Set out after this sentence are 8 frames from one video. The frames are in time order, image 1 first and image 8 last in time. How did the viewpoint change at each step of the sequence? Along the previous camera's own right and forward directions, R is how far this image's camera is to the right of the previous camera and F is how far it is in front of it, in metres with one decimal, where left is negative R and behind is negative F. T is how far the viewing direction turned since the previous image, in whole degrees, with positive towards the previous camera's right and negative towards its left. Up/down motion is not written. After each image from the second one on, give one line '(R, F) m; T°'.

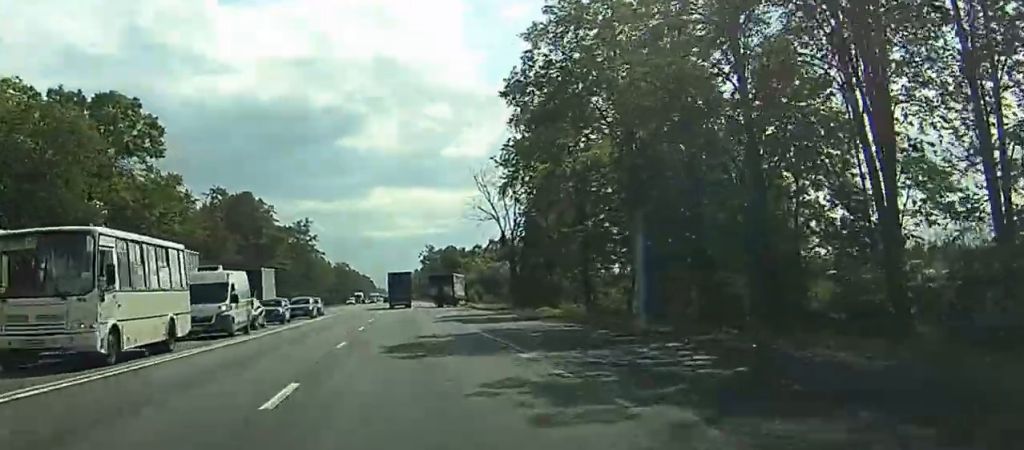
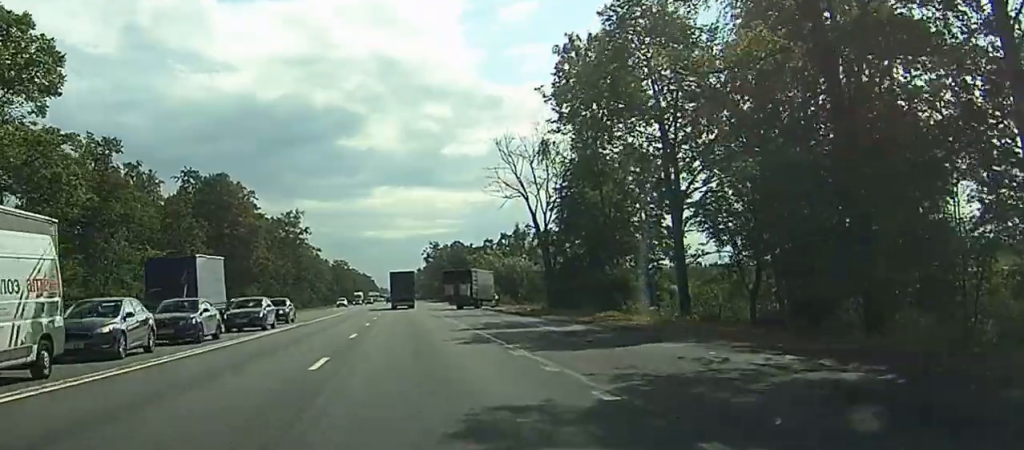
(-1.6, +18.2) m; -5°
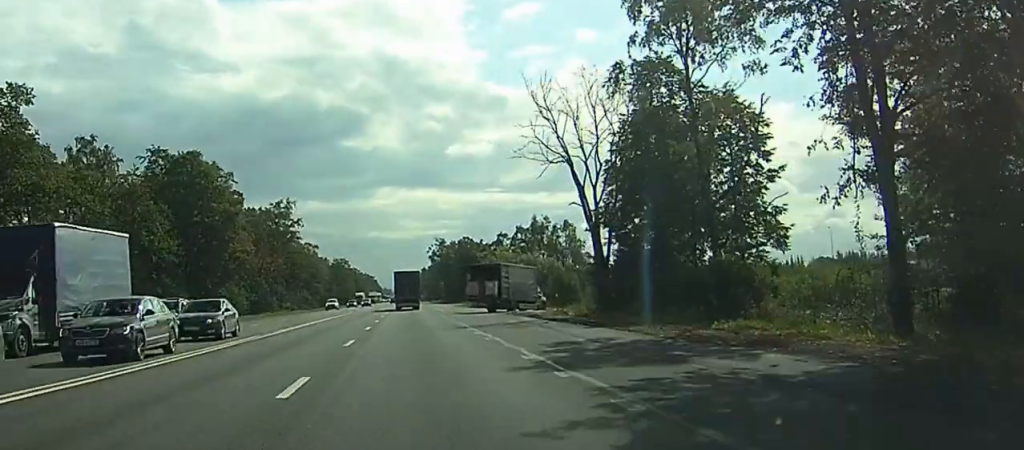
(+0.1, +16.5) m; 0°
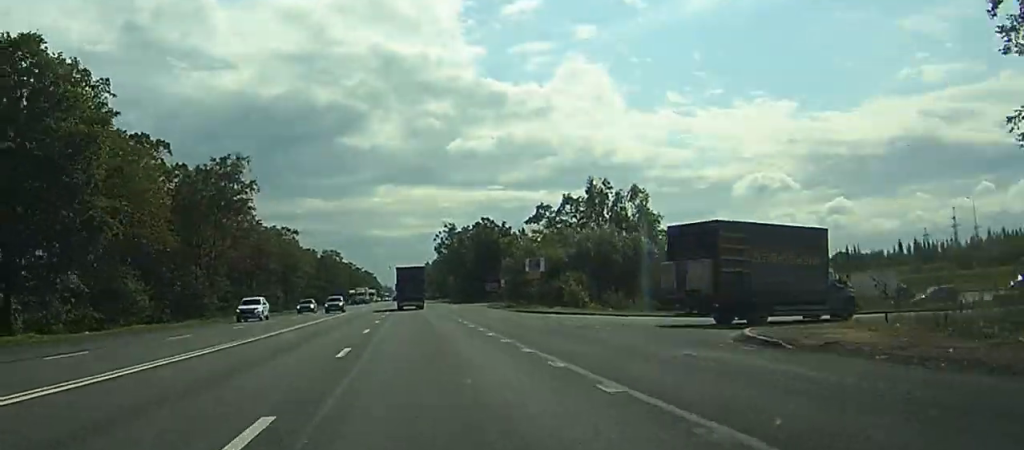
(+0.3, +42.0) m; +1°
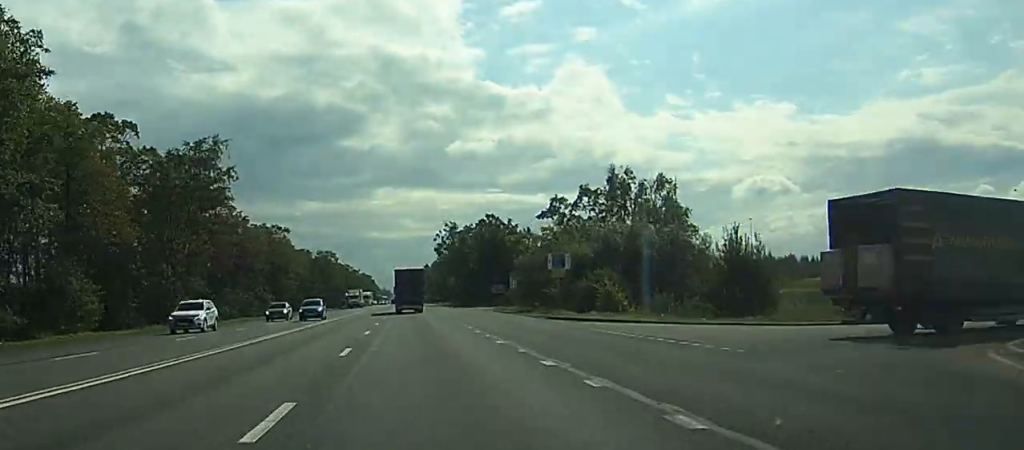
(-0.1, +11.0) m; 0°
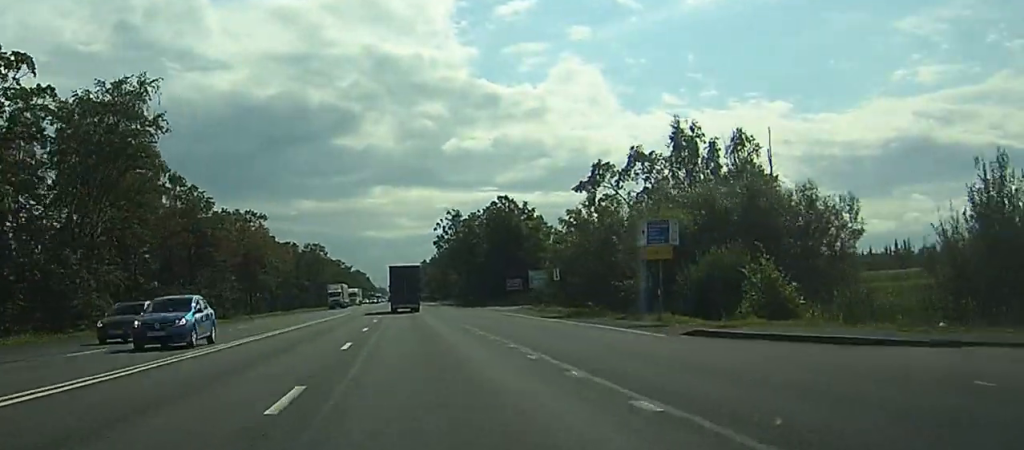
(-0.1, +22.8) m; -1°
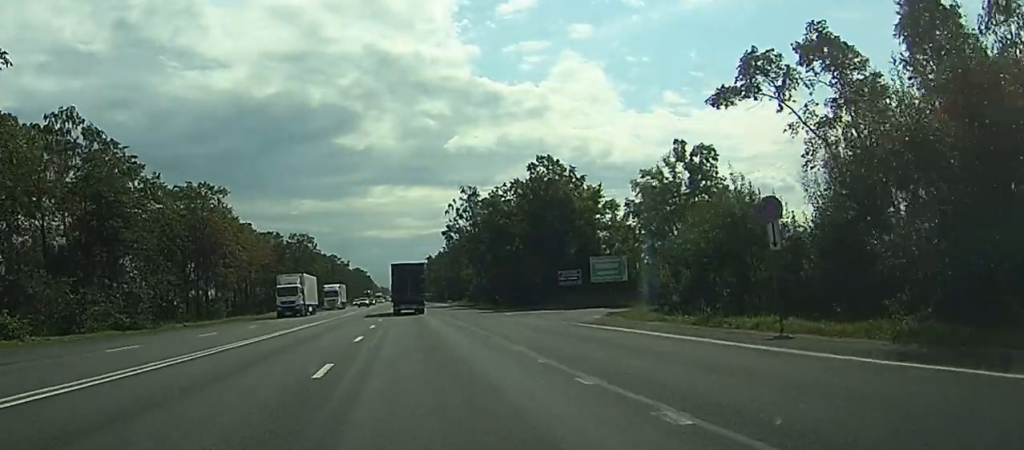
(-0.4, +32.9) m; -1°
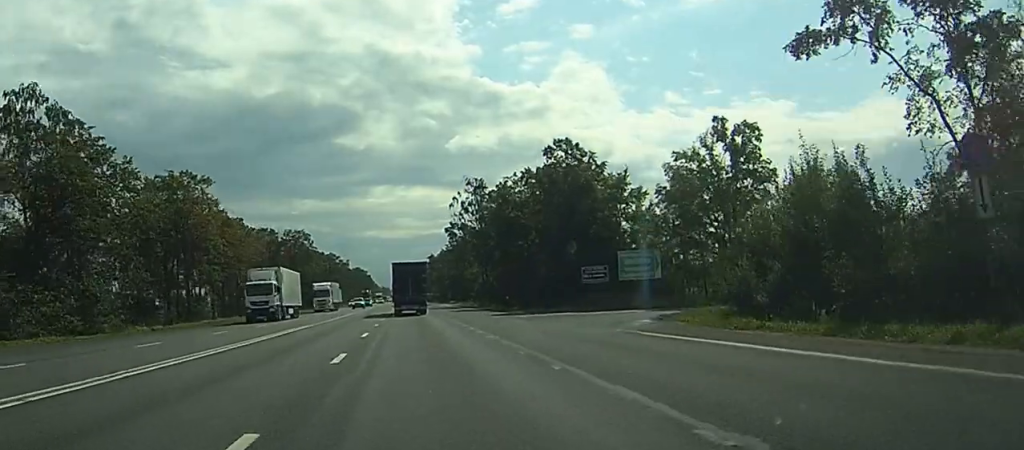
(0.0, +9.2) m; 0°
